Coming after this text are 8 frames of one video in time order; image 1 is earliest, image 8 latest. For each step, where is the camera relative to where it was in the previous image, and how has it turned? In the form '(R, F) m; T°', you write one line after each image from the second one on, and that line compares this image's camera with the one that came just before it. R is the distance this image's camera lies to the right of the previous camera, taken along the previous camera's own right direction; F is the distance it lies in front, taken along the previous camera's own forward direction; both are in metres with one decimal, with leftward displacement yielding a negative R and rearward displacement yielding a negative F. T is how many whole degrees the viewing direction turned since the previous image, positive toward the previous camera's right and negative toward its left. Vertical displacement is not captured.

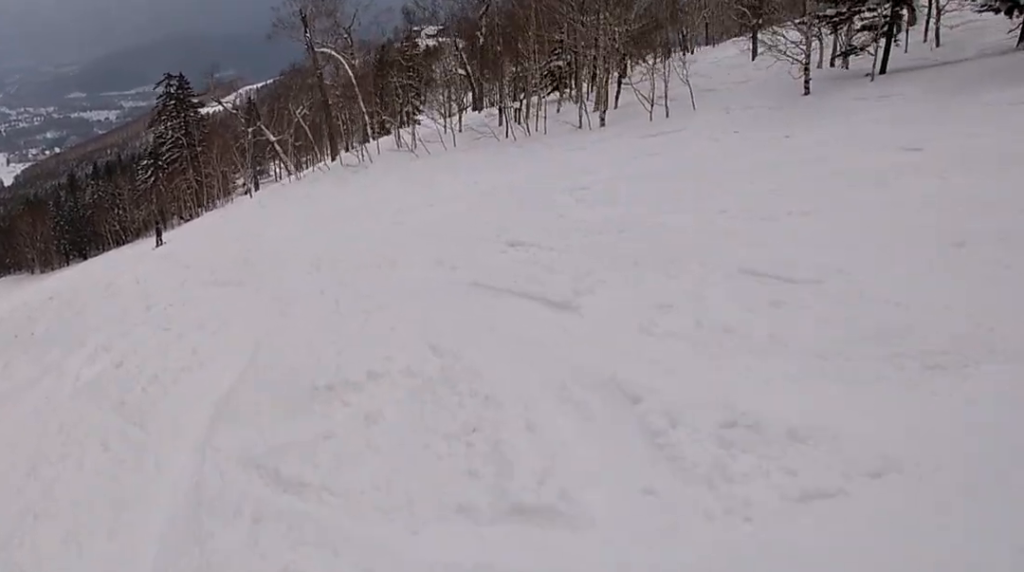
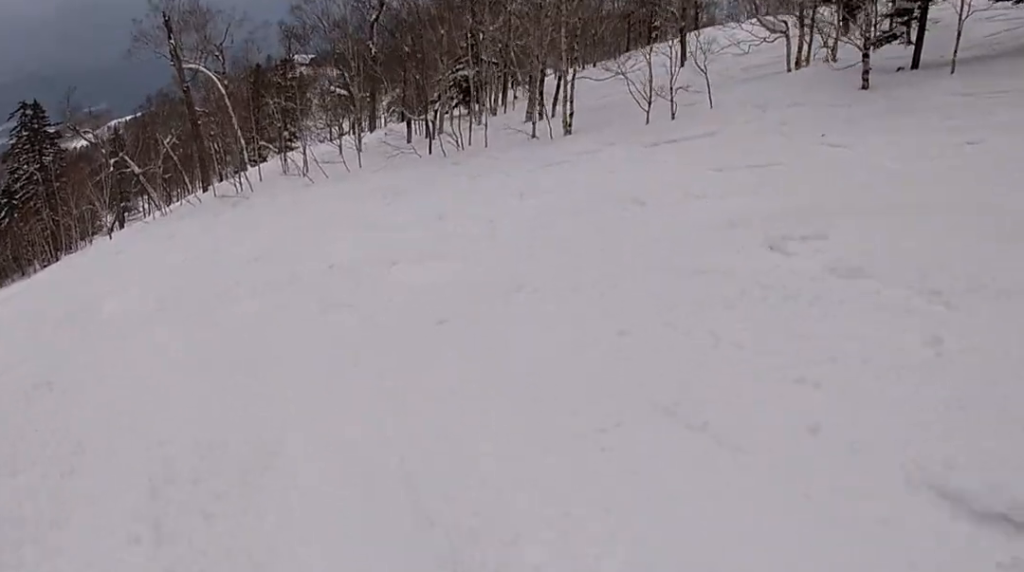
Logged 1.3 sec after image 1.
(+1.3, +6.4) m; +7°
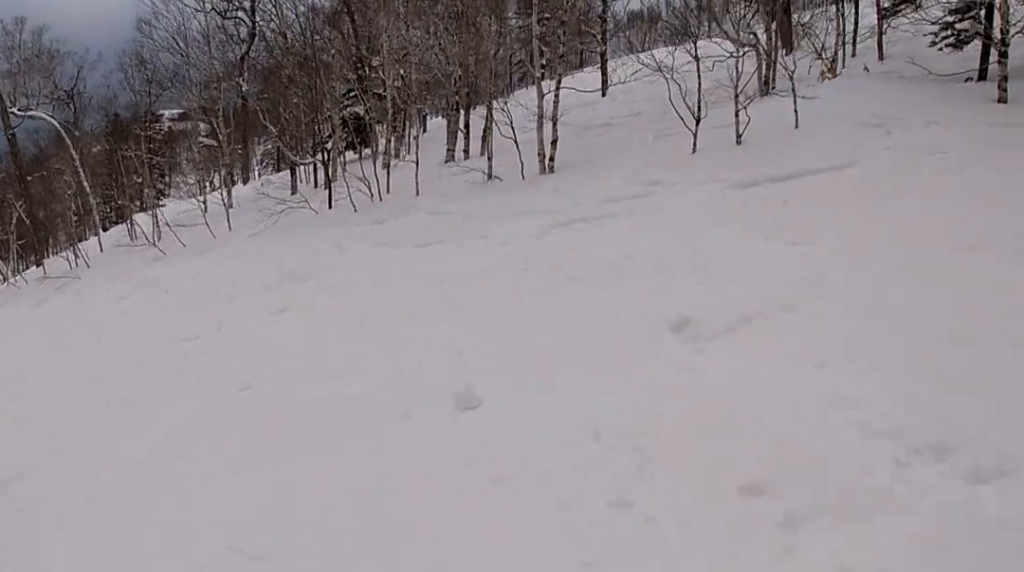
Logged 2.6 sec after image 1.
(-0.1, +6.7) m; +5°
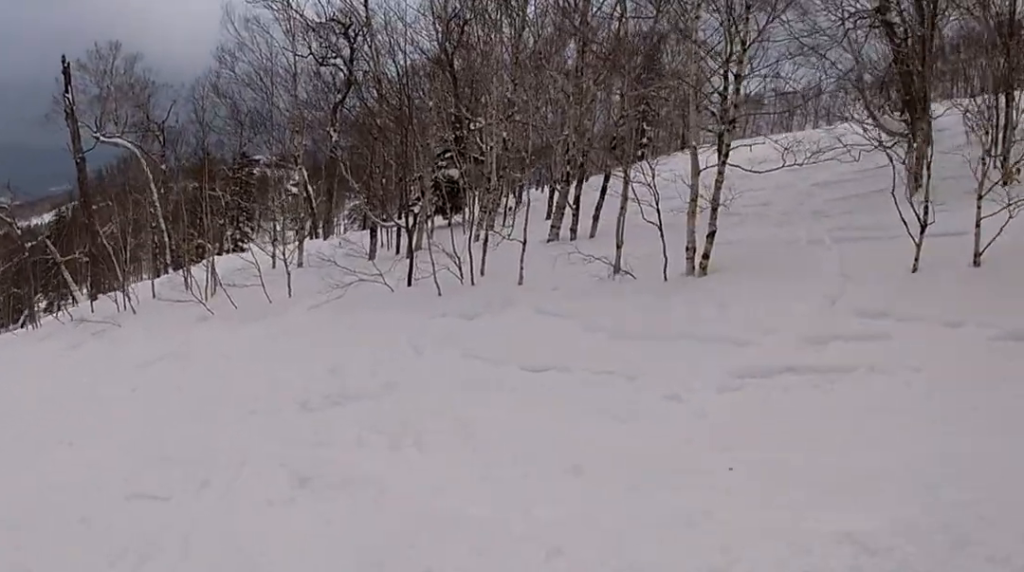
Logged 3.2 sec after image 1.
(+0.2, +3.4) m; -6°
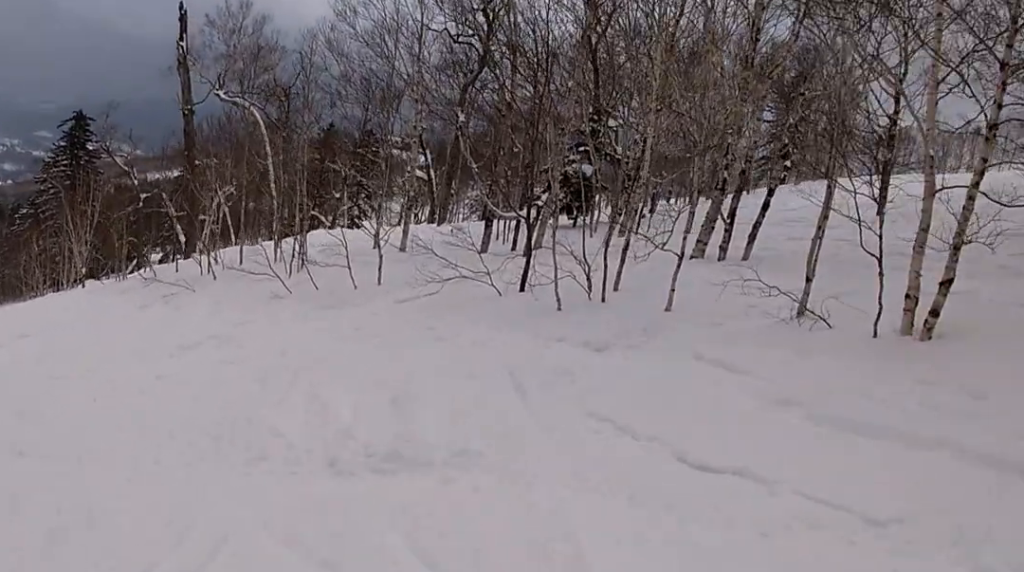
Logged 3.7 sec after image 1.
(+0.6, +2.8) m; -12°
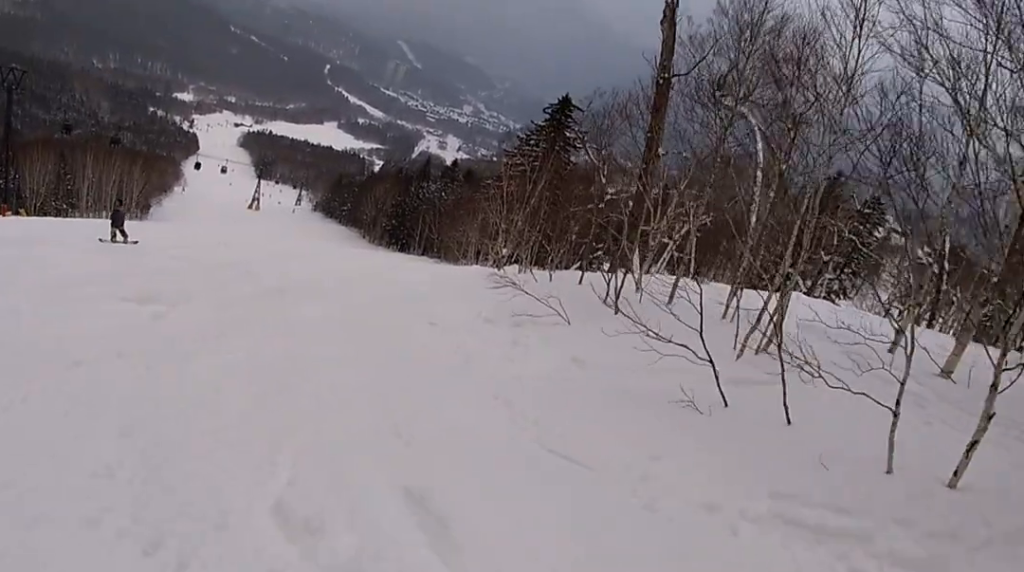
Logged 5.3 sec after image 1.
(-4.4, +6.0) m; -57°
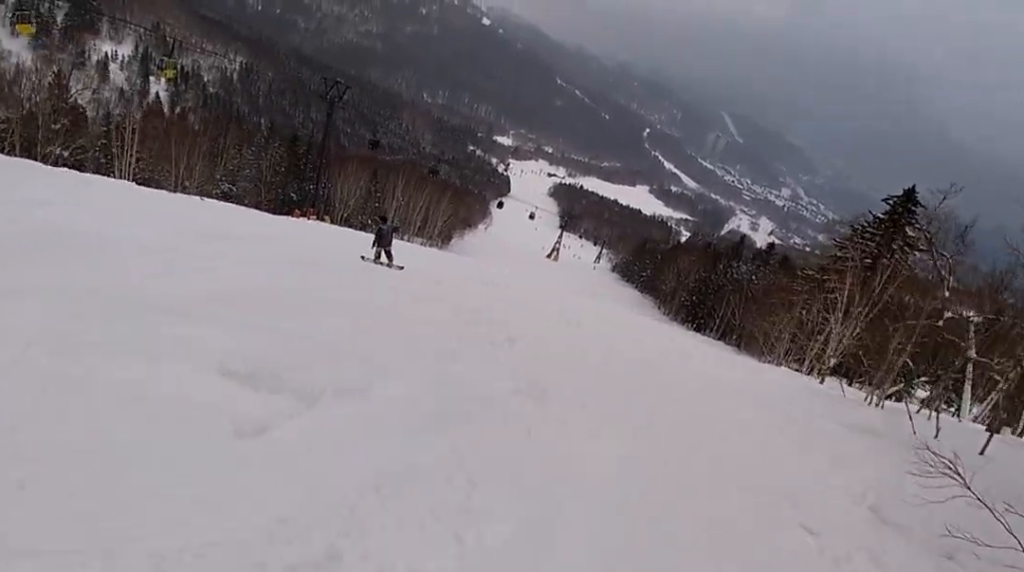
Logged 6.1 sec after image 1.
(-0.6, +3.6) m; -20°
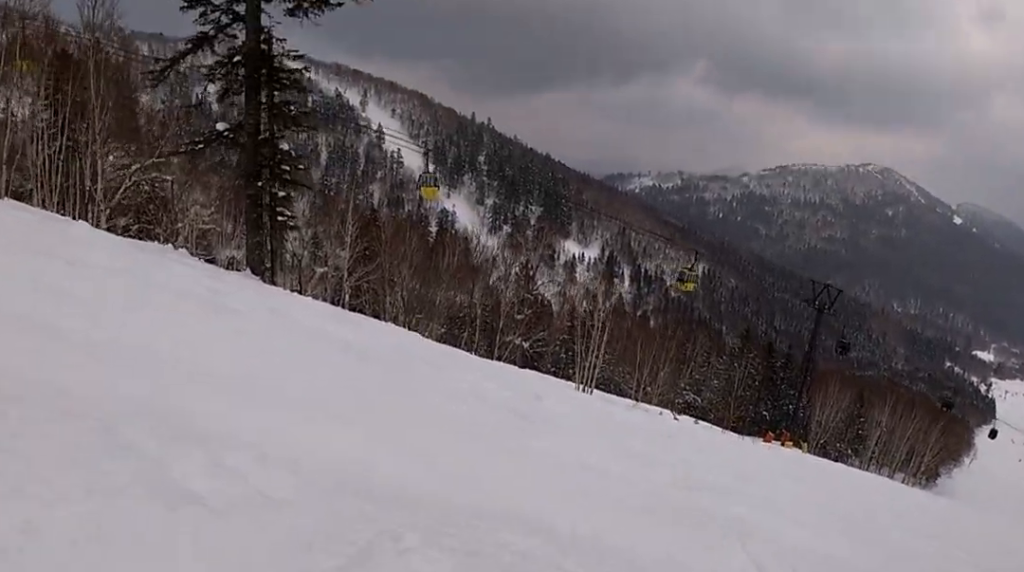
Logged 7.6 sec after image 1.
(-3.6, +5.9) m; -40°
